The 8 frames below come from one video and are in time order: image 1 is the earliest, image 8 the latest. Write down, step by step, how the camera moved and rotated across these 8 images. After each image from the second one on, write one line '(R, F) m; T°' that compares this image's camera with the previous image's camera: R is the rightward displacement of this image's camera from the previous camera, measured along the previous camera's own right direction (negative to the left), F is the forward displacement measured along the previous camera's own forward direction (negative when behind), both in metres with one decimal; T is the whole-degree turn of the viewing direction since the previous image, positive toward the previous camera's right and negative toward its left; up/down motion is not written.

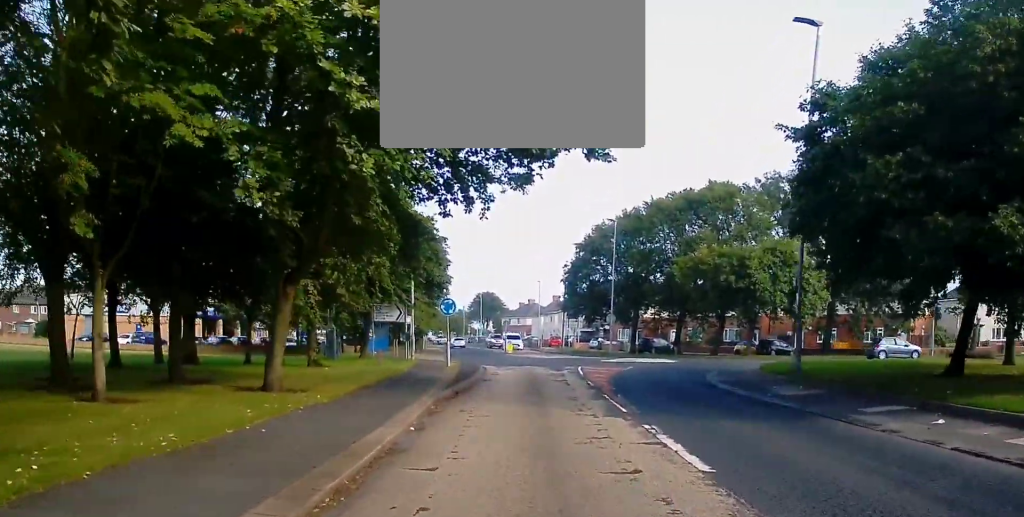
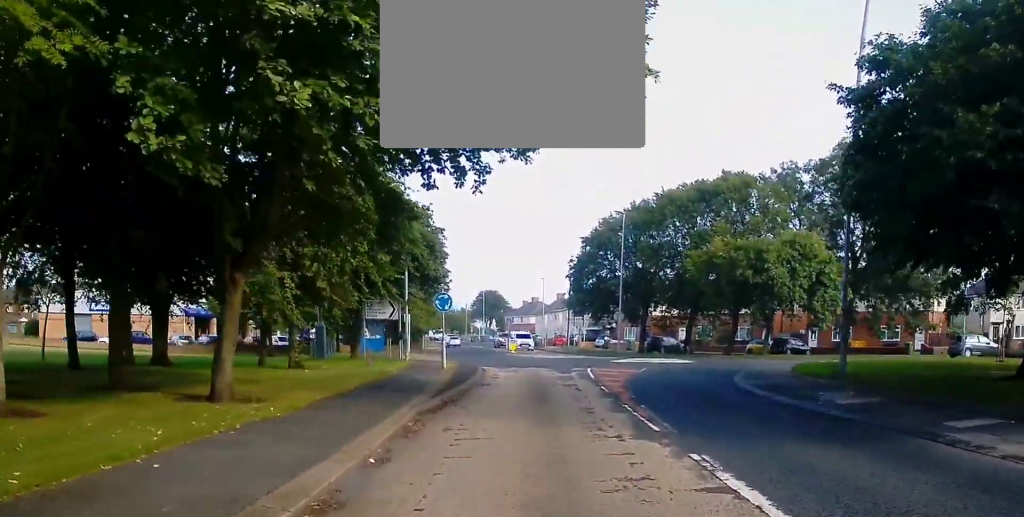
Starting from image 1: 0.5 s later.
(0.0, +2.7) m; 0°
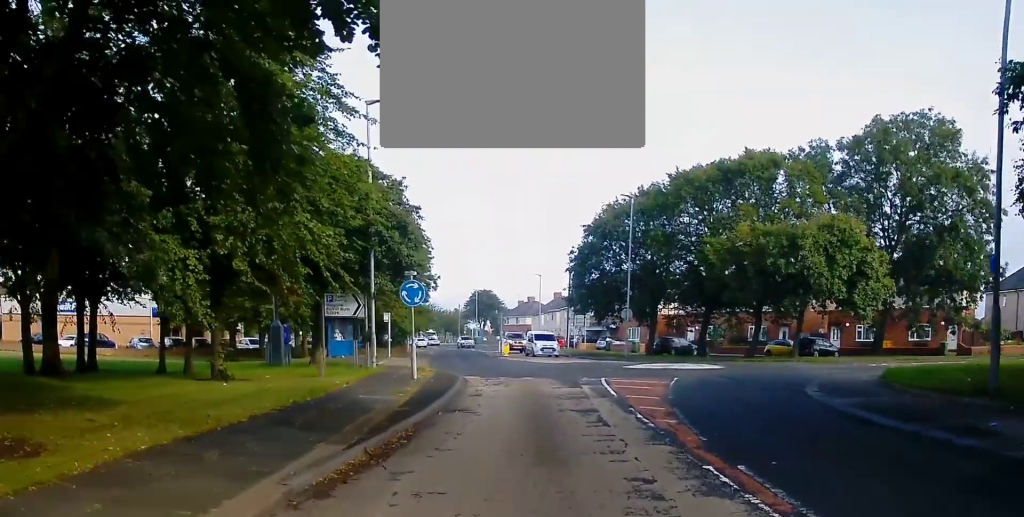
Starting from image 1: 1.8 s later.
(+0.1, +6.5) m; -2°
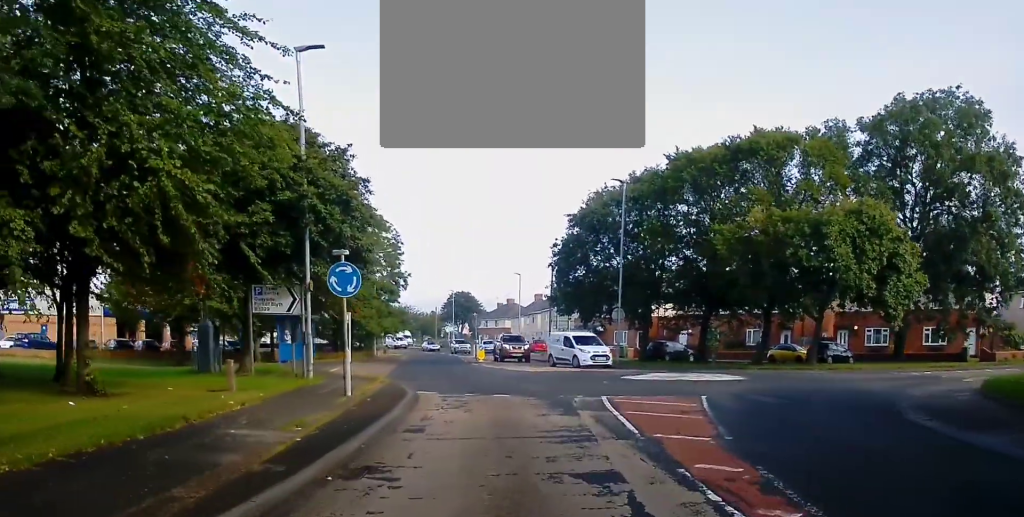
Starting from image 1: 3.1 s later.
(-0.3, +6.2) m; -1°
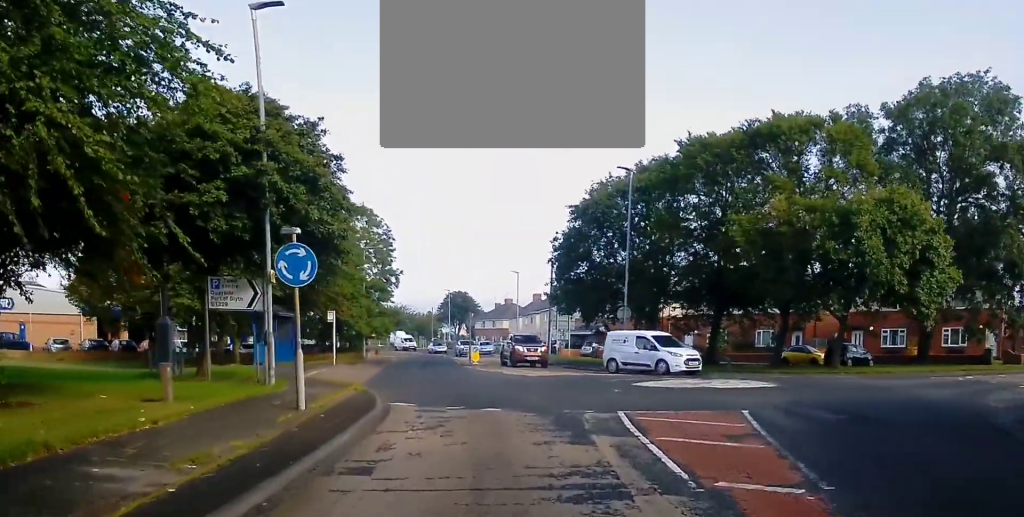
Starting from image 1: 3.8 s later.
(+0.2, +3.2) m; +3°
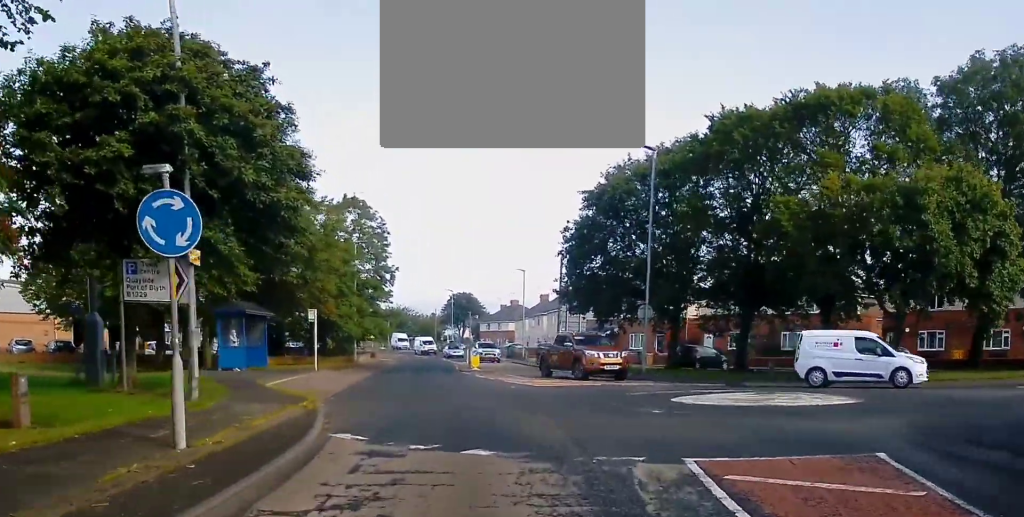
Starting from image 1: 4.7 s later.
(+0.2, +4.9) m; +2°
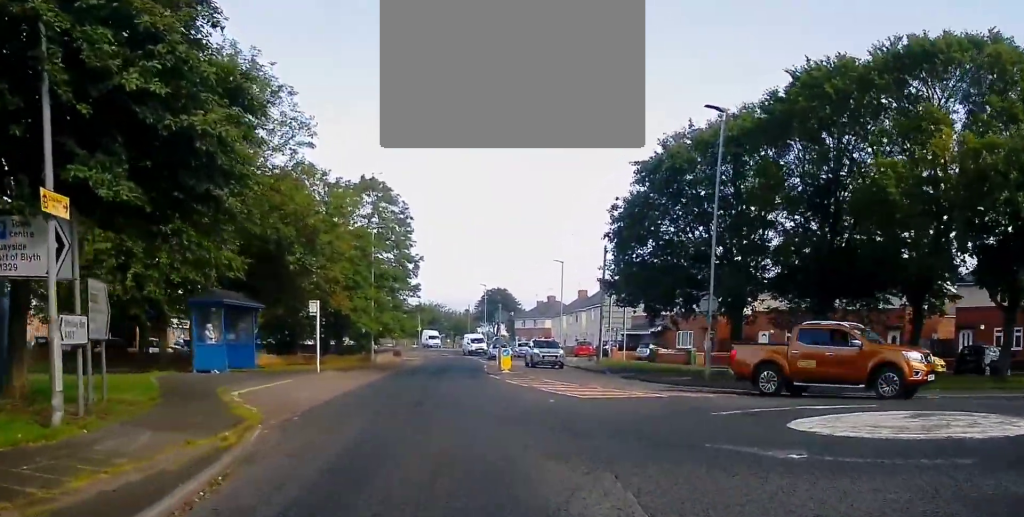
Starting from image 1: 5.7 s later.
(0.0, +6.0) m; -3°
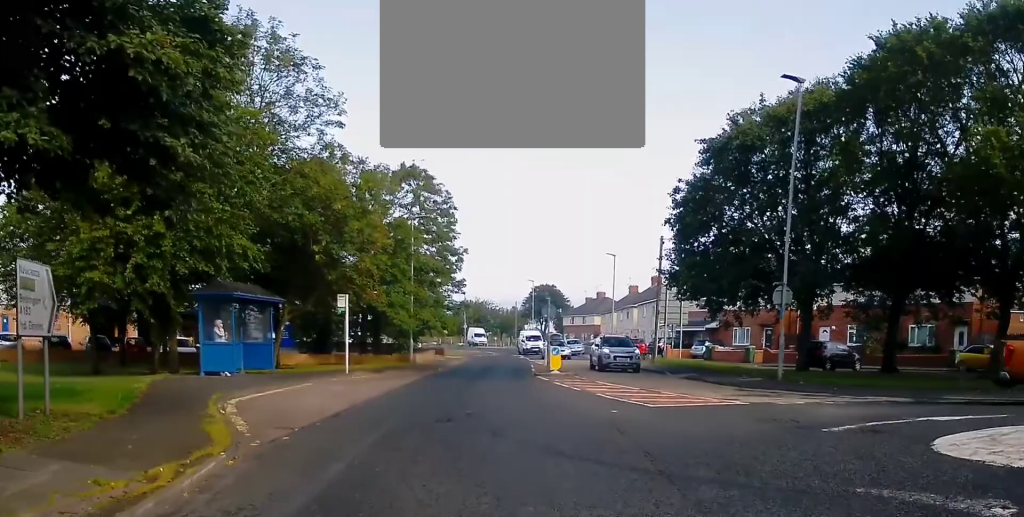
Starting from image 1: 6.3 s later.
(0.0, +3.3) m; -3°
